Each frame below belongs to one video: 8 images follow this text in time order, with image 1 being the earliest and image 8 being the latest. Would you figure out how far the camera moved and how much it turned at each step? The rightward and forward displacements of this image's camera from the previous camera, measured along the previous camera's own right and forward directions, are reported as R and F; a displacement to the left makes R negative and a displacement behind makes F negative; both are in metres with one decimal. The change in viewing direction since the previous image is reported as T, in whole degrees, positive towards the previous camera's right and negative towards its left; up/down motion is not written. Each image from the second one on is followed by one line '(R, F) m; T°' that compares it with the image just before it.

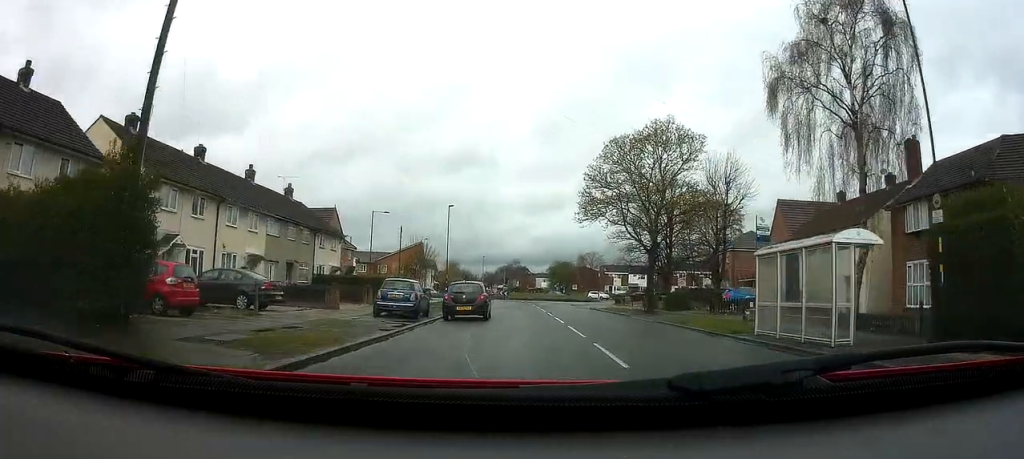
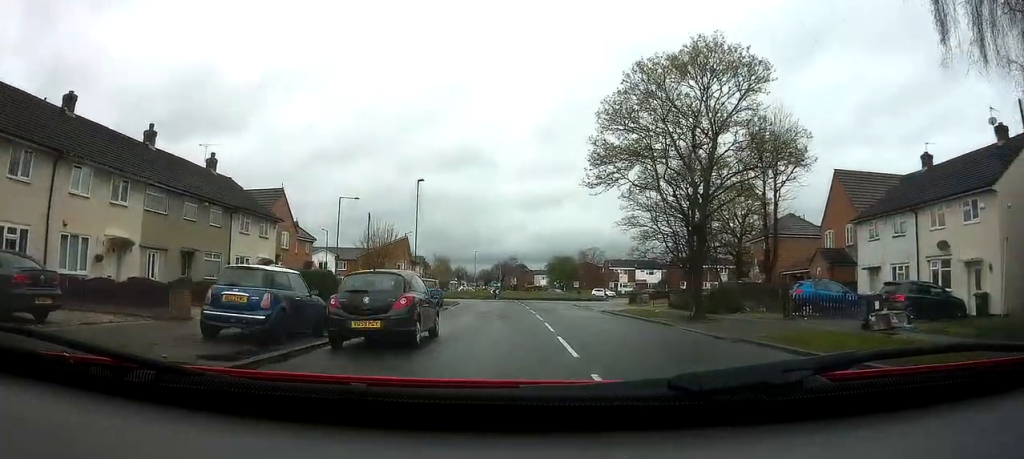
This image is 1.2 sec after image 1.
(-0.5, +11.0) m; -3°
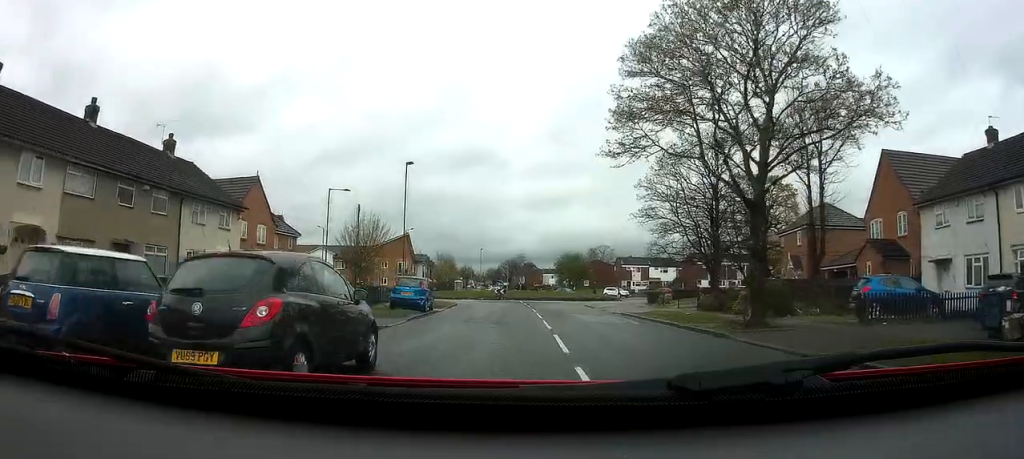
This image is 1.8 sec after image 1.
(0.0, +5.3) m; 0°
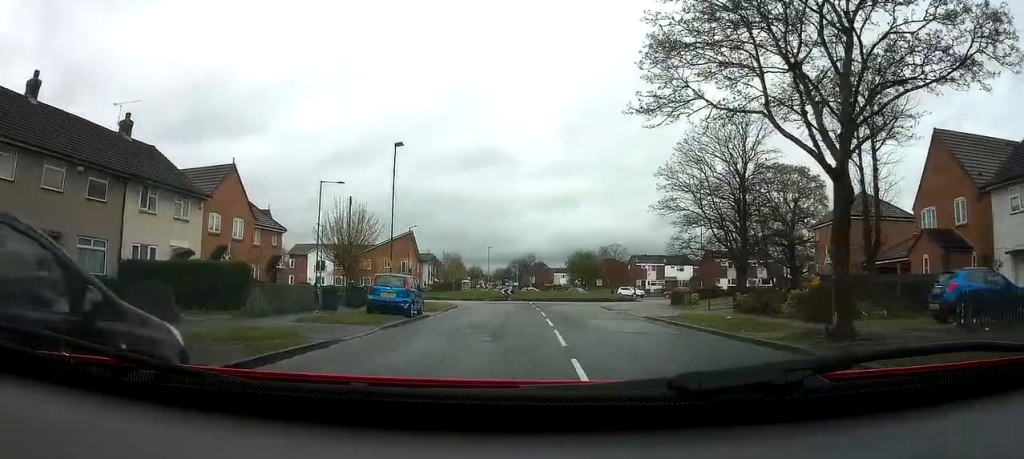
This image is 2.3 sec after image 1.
(0.0, +4.6) m; 0°
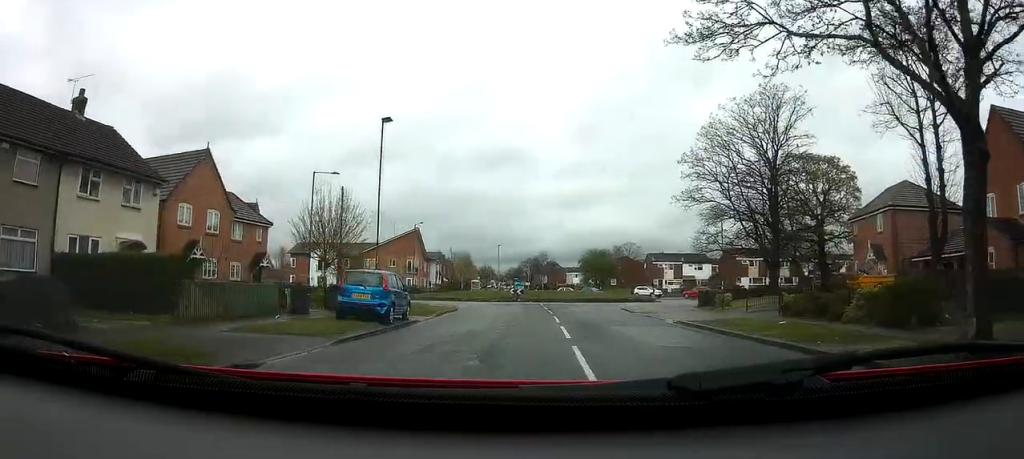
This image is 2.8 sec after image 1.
(0.0, +4.3) m; 0°
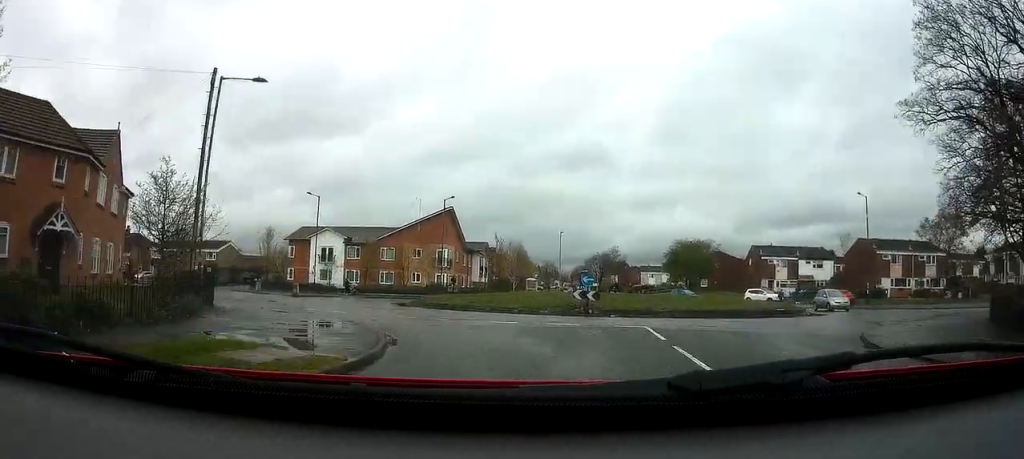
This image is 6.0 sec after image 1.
(-0.3, +22.7) m; +1°
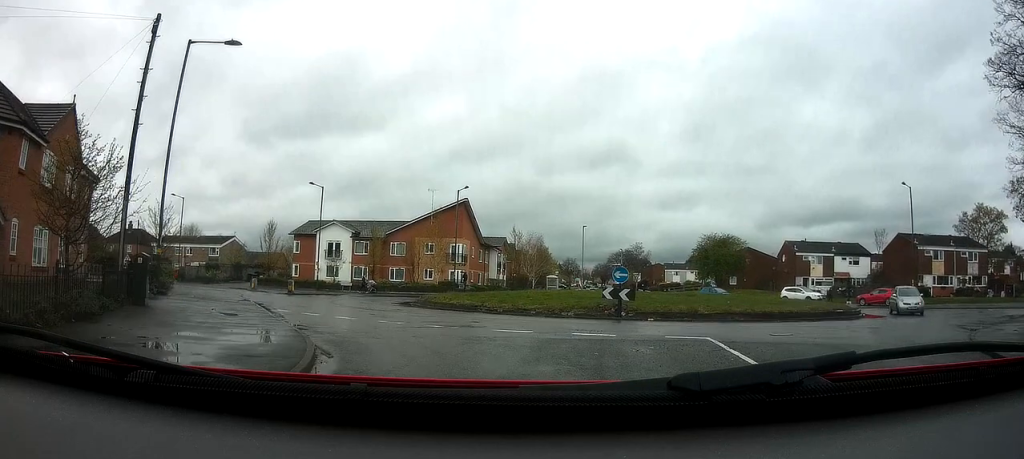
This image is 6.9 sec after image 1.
(-0.3, +4.6) m; -7°
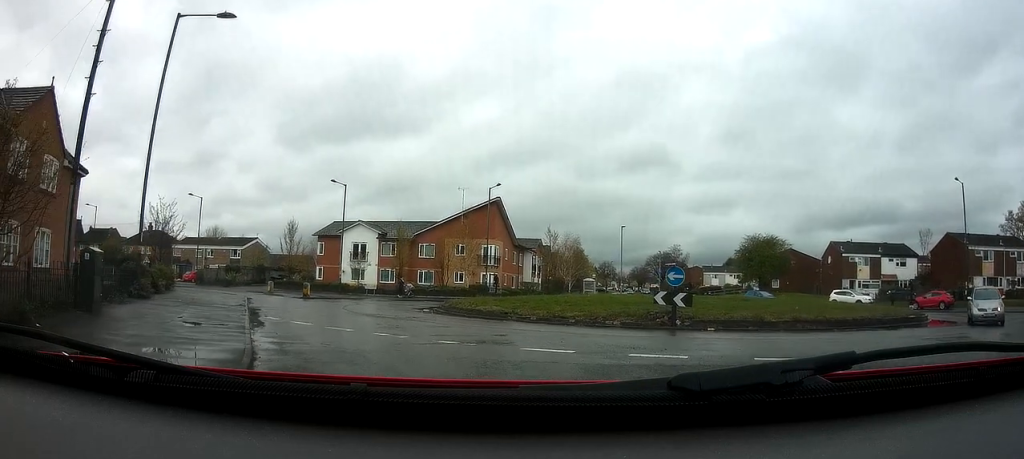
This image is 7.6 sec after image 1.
(-0.2, +3.2) m; -5°
